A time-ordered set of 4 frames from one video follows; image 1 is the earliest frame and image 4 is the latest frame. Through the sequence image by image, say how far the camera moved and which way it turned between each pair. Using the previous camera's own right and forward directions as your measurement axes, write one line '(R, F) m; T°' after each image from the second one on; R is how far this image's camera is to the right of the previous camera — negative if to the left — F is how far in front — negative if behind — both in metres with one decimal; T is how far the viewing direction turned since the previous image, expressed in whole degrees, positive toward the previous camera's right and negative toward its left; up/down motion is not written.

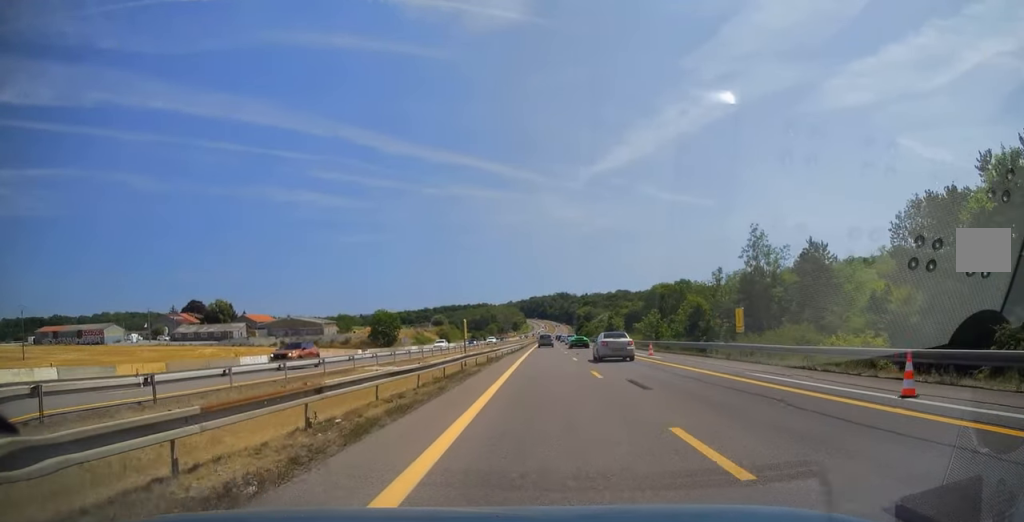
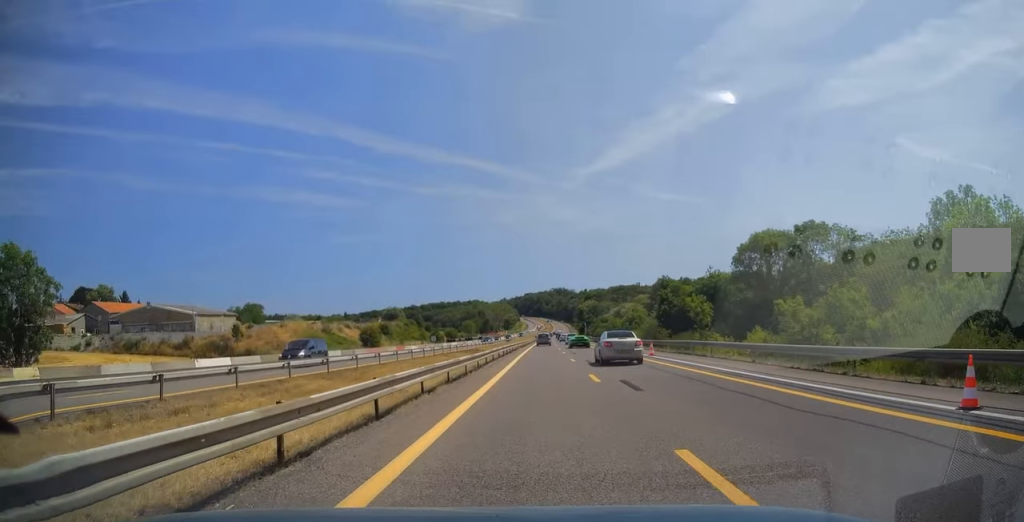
(0.0, +79.4) m; +1°
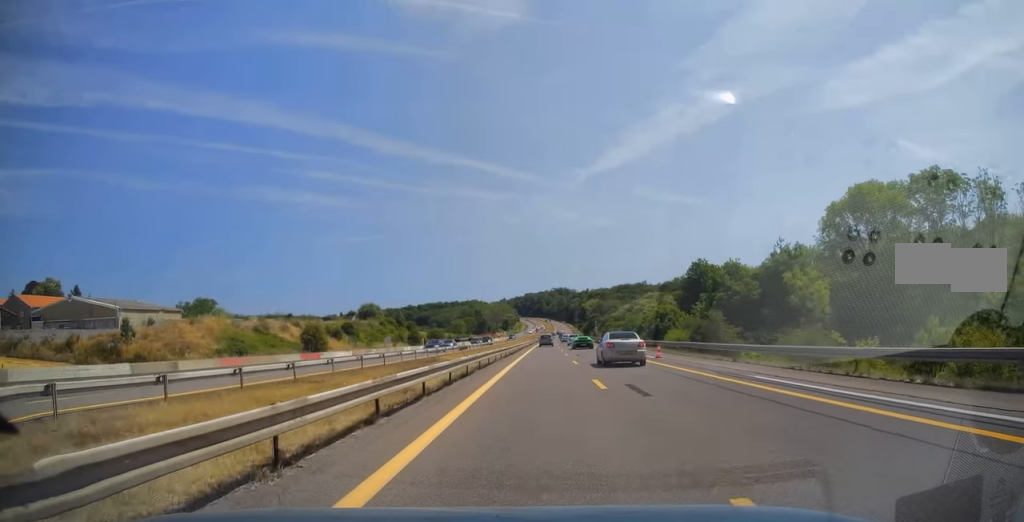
(+0.4, +27.9) m; 0°
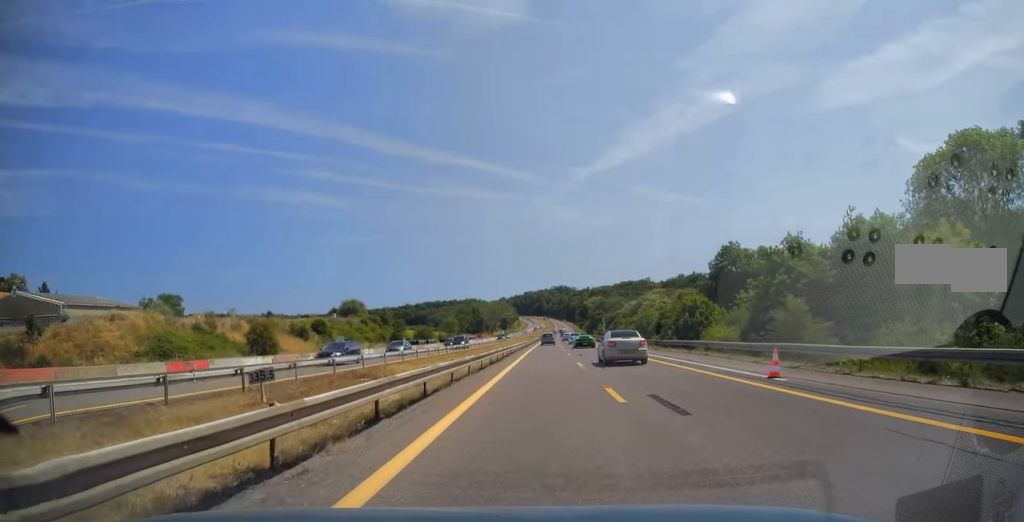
(-0.2, +16.1) m; 0°
